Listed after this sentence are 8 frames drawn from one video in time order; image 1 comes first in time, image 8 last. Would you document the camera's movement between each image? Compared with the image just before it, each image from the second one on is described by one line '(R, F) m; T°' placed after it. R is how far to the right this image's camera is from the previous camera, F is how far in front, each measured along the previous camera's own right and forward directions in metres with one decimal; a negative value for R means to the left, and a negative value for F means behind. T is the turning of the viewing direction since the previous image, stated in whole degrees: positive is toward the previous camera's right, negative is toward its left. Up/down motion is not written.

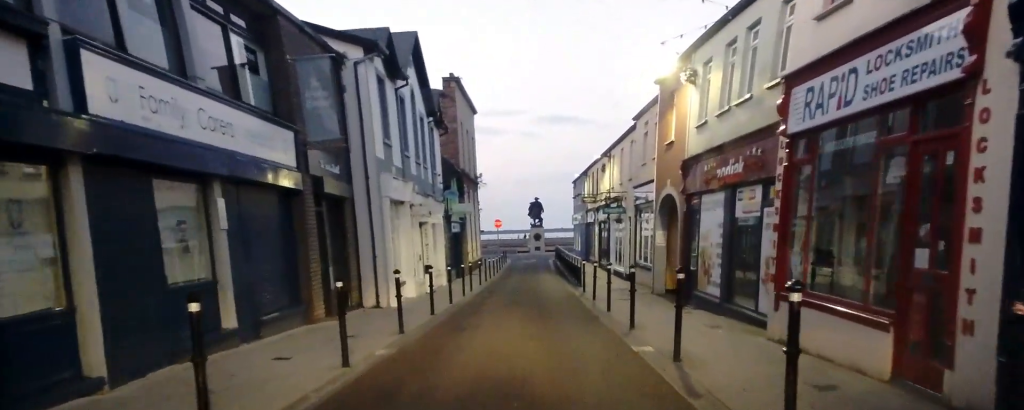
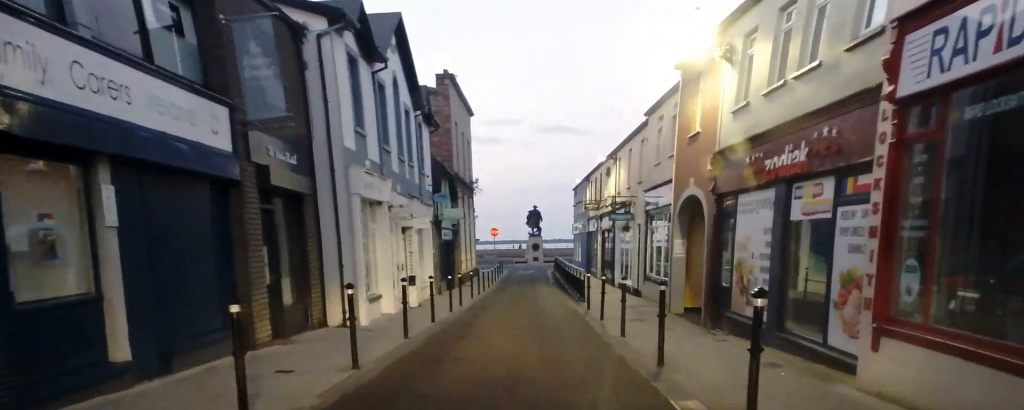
(+0.2, +3.1) m; 0°
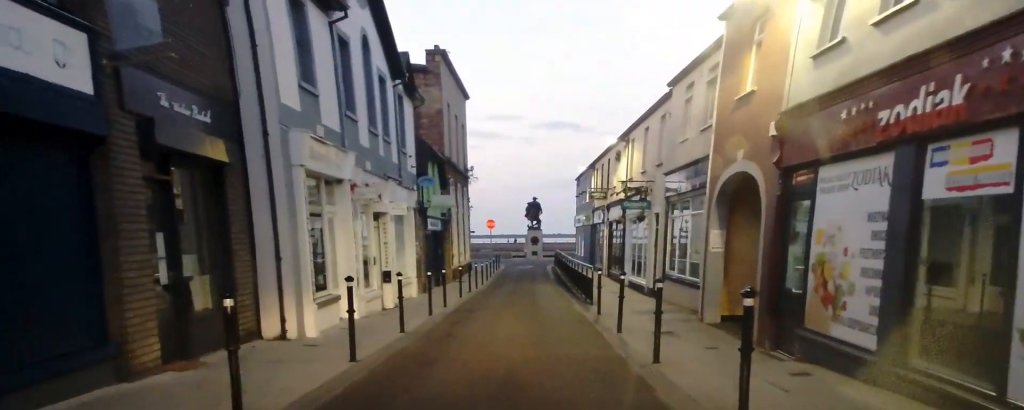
(+0.2, +3.8) m; -1°
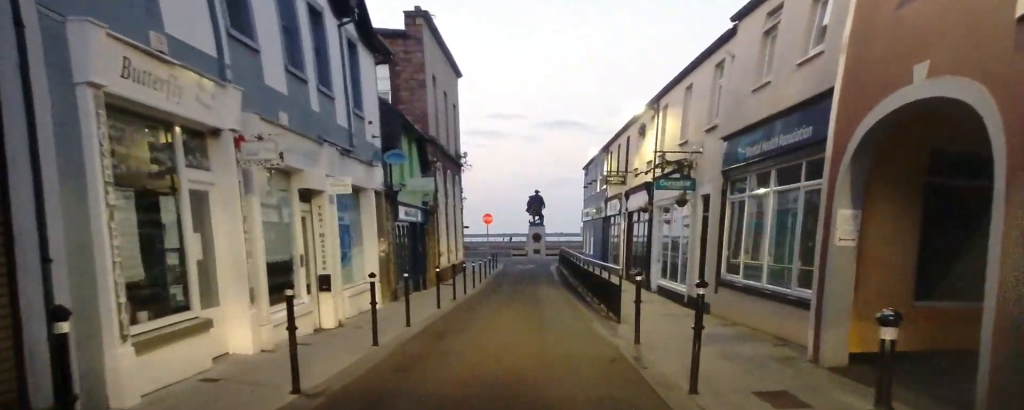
(-0.5, +6.4) m; -3°
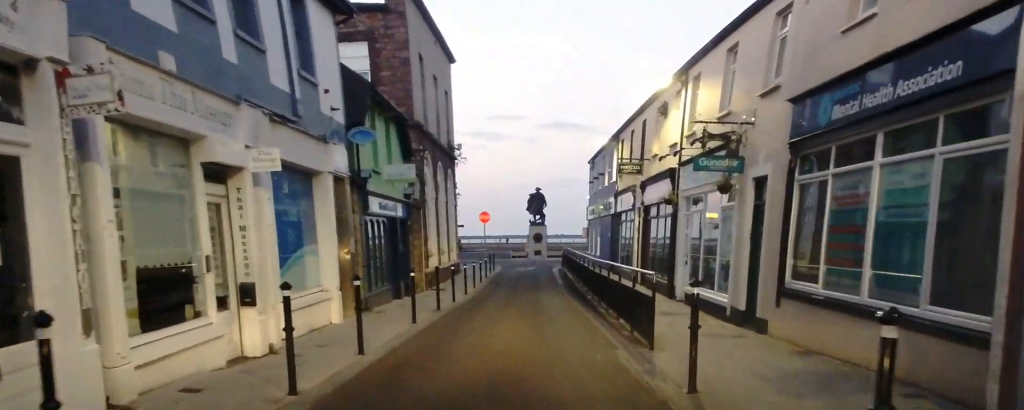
(+0.1, +4.2) m; +2°
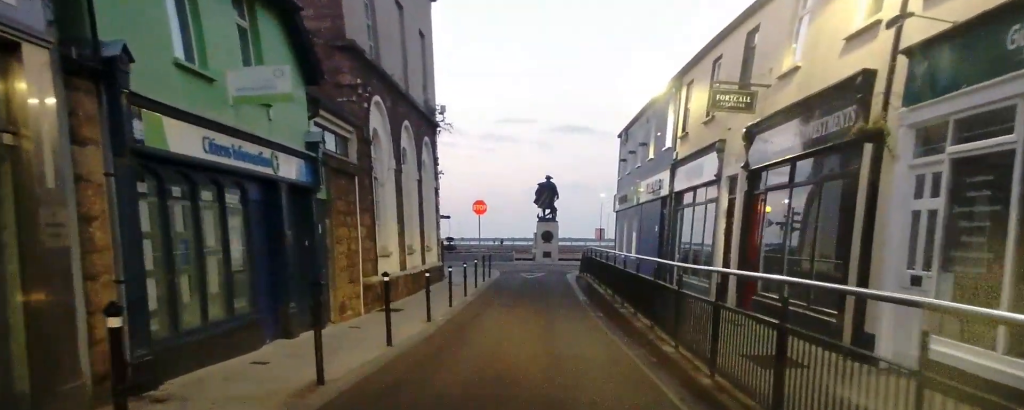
(+0.8, +11.3) m; +4°
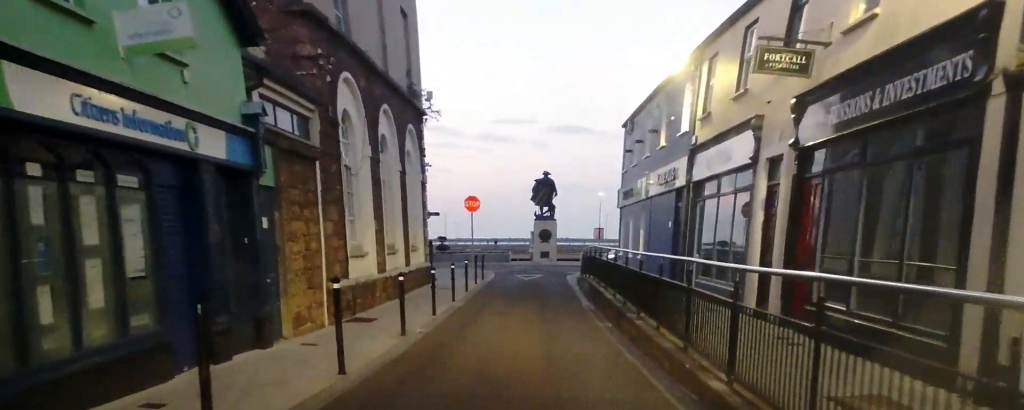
(-0.2, +2.8) m; 0°
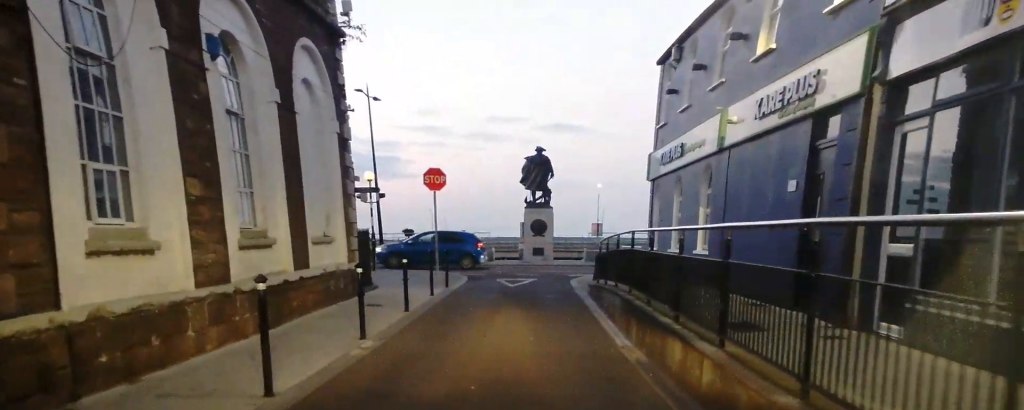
(+0.1, +10.3) m; -1°
